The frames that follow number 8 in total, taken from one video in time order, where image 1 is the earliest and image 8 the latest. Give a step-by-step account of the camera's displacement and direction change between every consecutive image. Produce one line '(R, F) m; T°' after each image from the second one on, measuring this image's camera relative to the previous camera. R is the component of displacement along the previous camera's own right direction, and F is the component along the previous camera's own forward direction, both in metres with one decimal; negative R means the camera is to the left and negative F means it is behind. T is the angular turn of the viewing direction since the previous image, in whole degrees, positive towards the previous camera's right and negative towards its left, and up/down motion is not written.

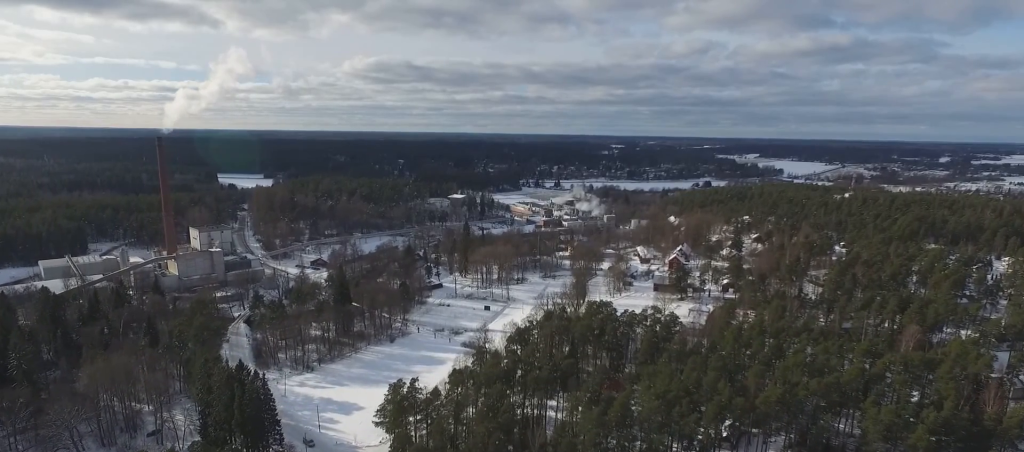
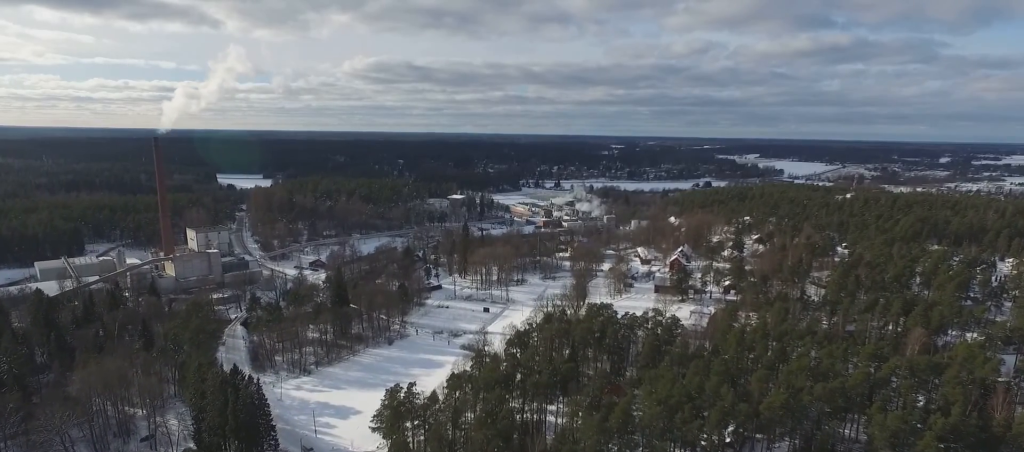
(0.0, +3.4) m; 0°
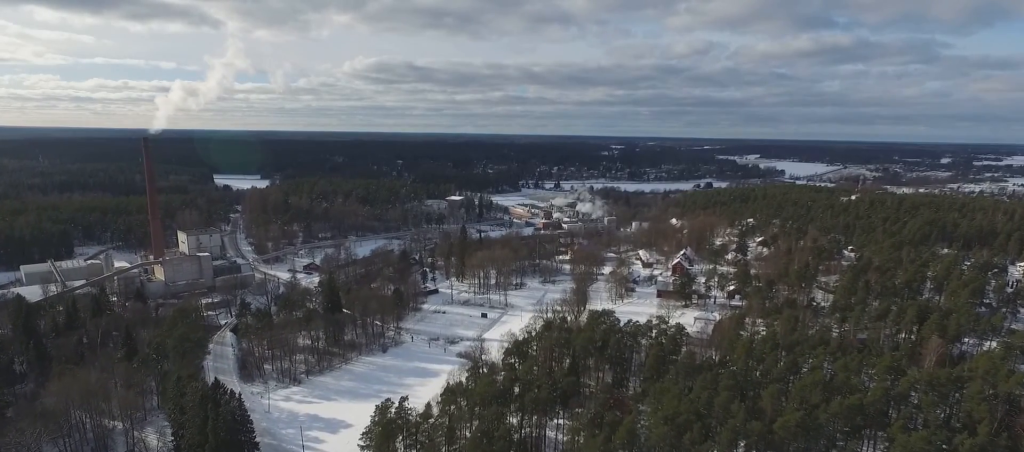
(0.0, +10.2) m; -1°
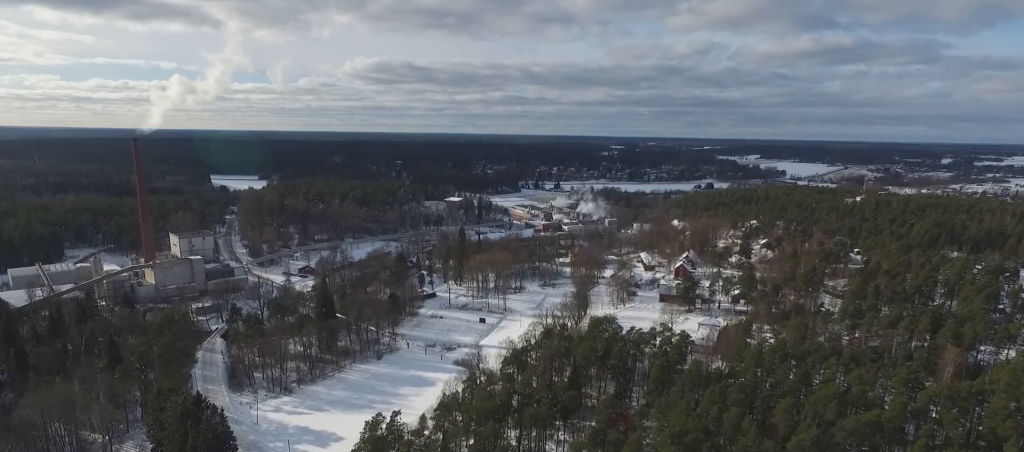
(-0.1, +8.8) m; -1°
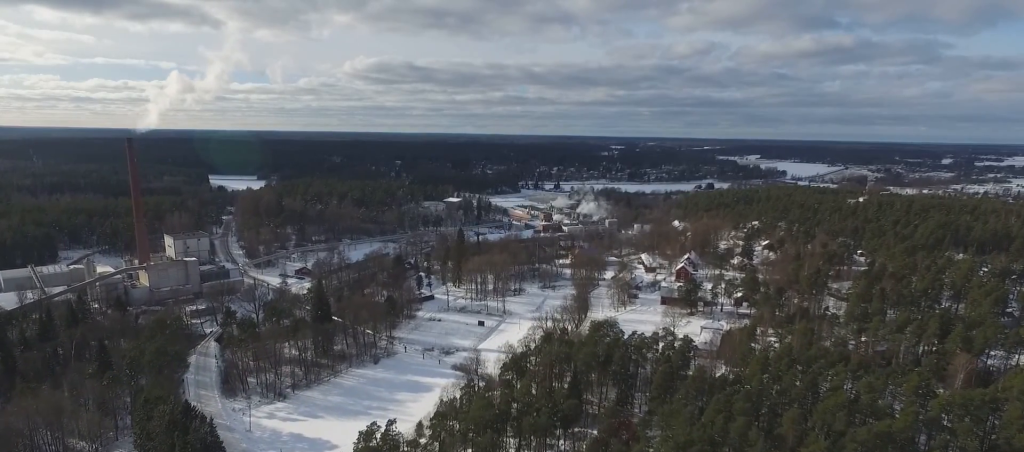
(0.0, +5.1) m; 0°
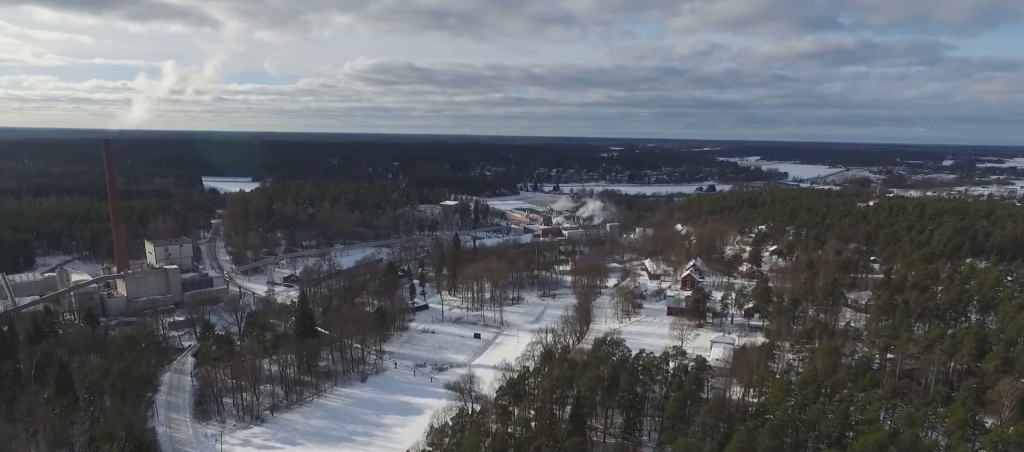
(+0.1, +18.8) m; 0°
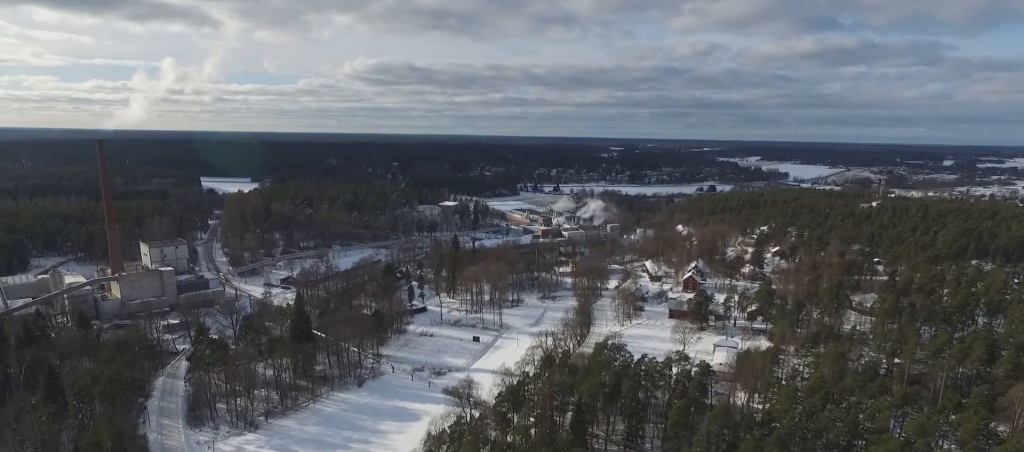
(0.0, +4.1) m; 0°
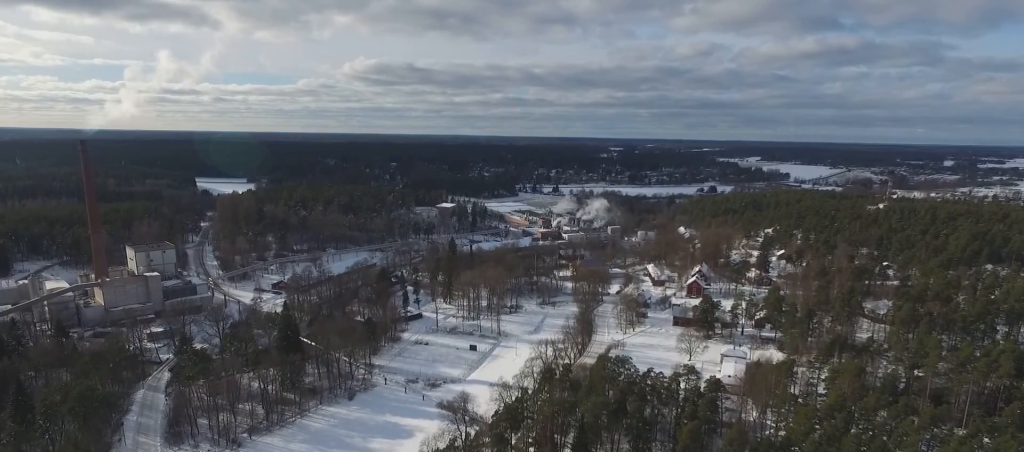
(-0.1, +12.8) m; -2°
